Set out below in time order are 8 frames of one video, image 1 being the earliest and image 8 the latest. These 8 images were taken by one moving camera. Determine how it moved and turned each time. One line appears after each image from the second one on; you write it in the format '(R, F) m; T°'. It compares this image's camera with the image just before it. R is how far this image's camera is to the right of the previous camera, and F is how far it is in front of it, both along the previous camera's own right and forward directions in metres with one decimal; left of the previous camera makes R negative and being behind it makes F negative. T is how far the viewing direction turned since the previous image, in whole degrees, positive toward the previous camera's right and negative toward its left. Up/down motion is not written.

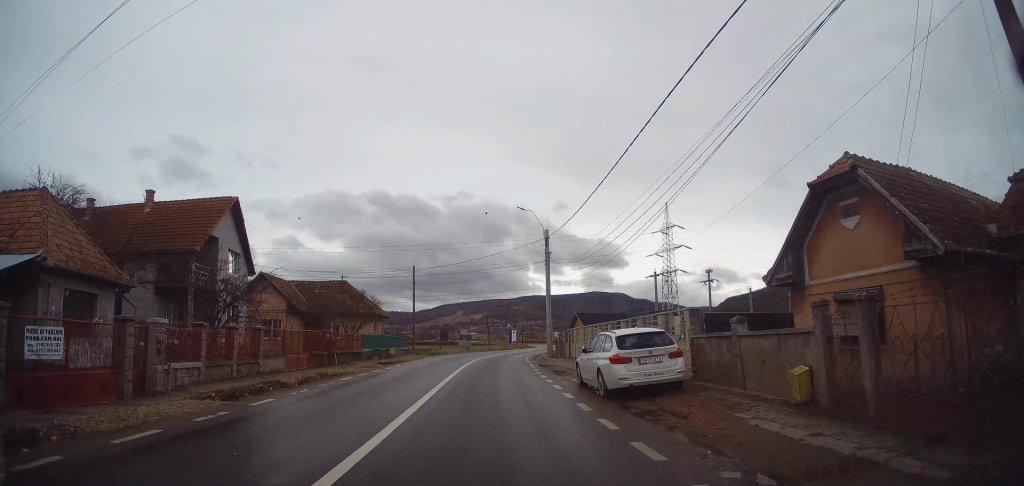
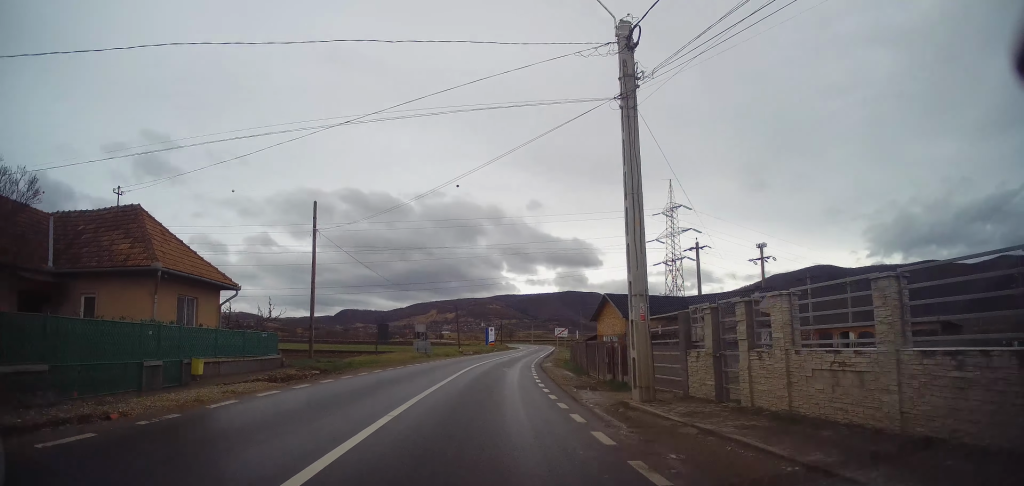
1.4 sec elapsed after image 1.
(+0.2, +25.0) m; +1°
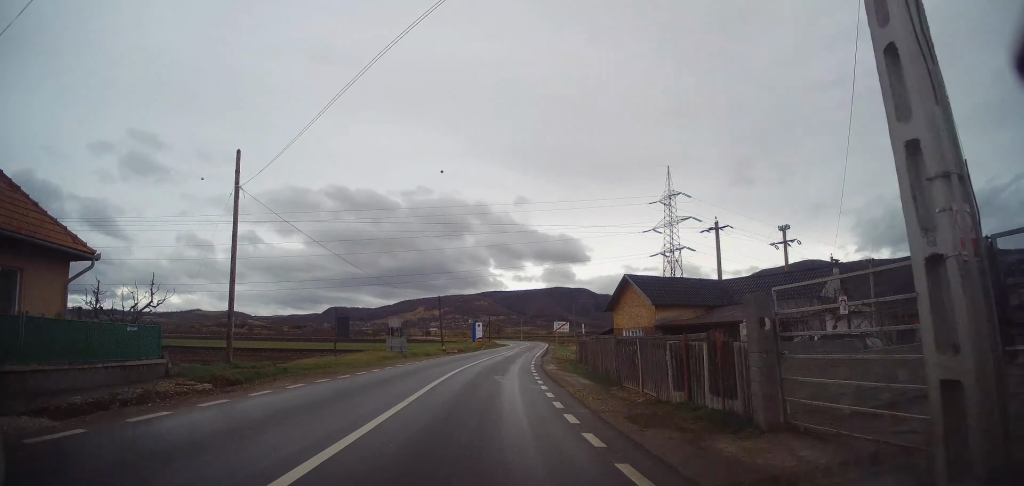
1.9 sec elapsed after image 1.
(-0.3, +8.1) m; +1°
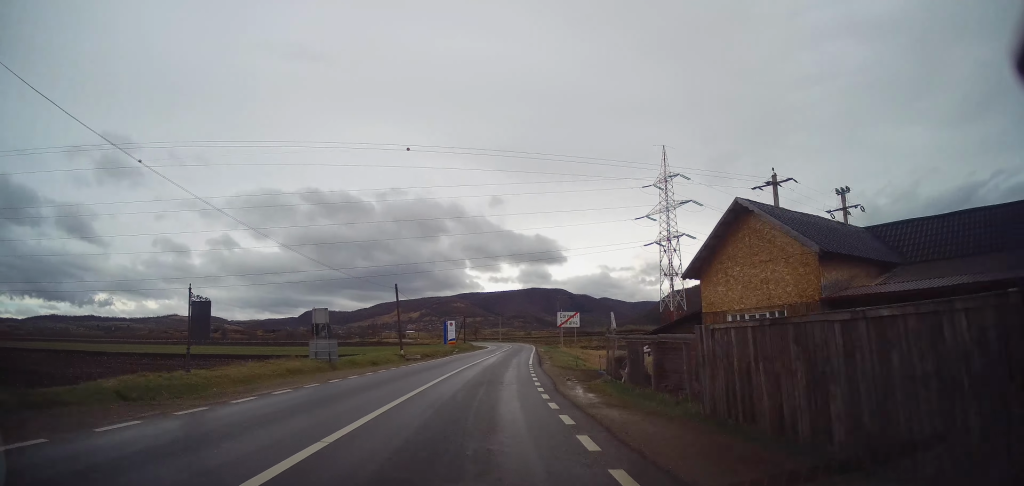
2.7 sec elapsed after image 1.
(+1.0, +14.4) m; +4°
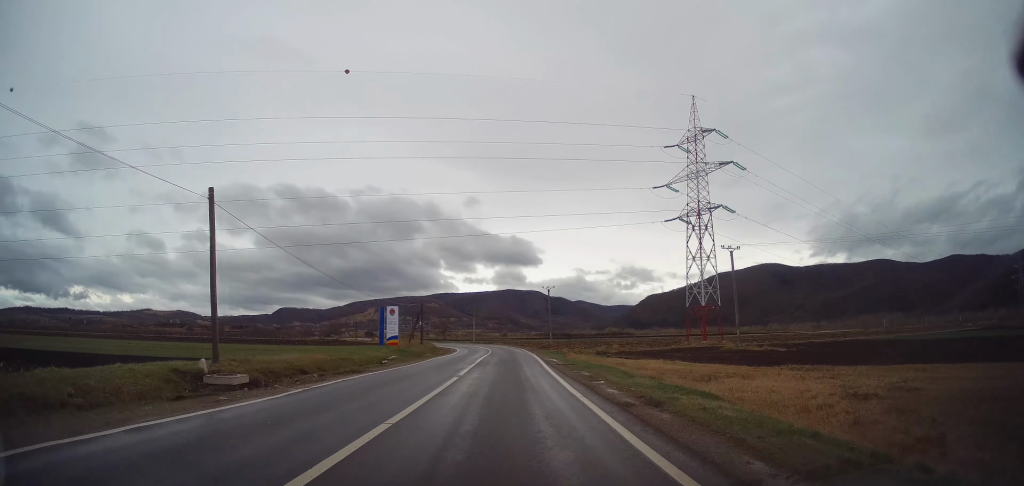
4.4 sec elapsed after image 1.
(+0.5, +28.5) m; +2°
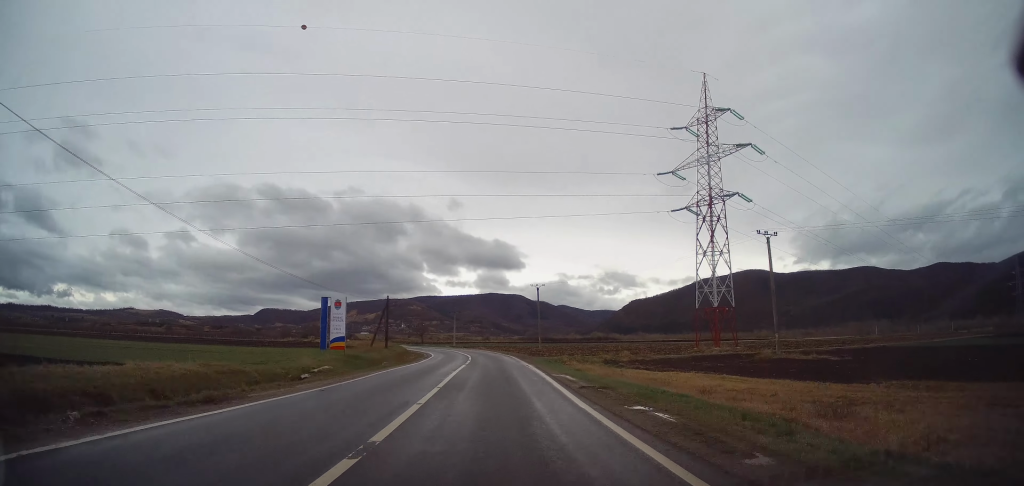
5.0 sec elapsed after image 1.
(+0.1, +11.2) m; +1°
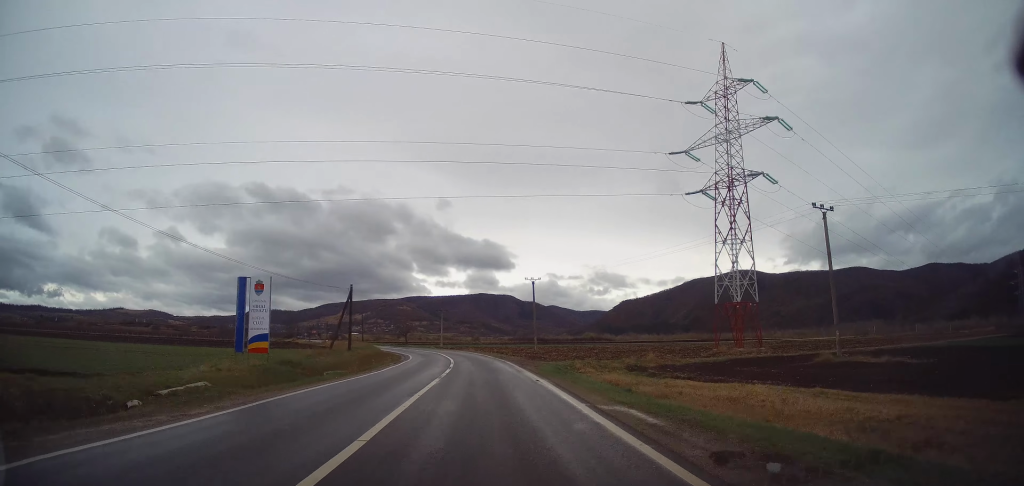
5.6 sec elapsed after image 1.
(+0.1, +10.1) m; +1°
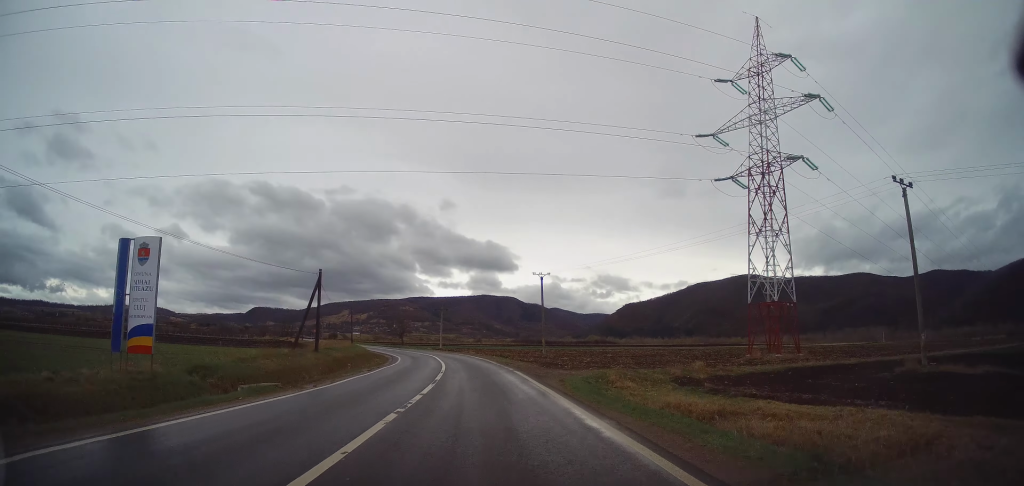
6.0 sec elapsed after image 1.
(0.0, +8.3) m; 0°
